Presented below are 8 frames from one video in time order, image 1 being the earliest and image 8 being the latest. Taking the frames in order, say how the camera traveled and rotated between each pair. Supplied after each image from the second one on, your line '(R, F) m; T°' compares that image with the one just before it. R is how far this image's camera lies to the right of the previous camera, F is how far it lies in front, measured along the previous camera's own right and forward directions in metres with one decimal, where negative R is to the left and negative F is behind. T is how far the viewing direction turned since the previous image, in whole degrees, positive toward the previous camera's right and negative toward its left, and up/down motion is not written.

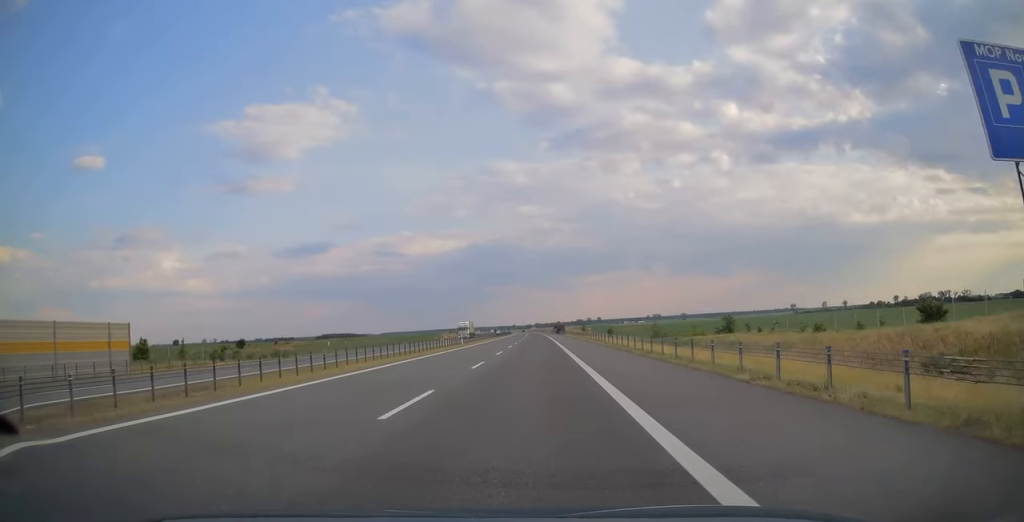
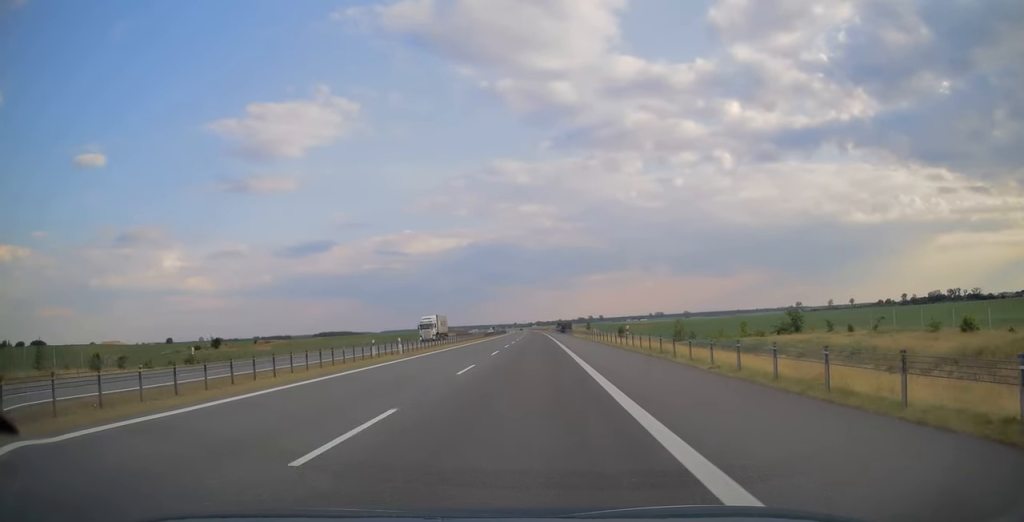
(0.0, +27.4) m; 0°
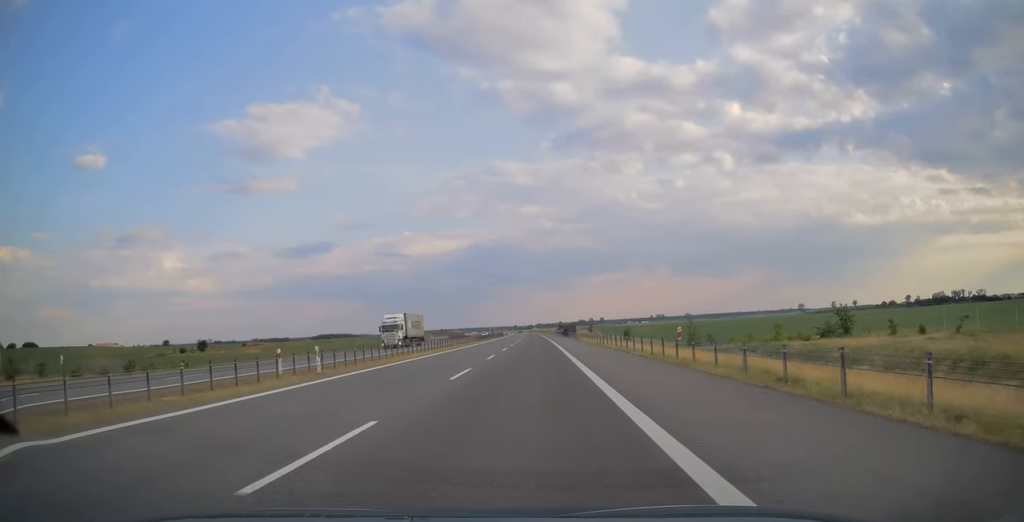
(0.0, +13.1) m; 0°
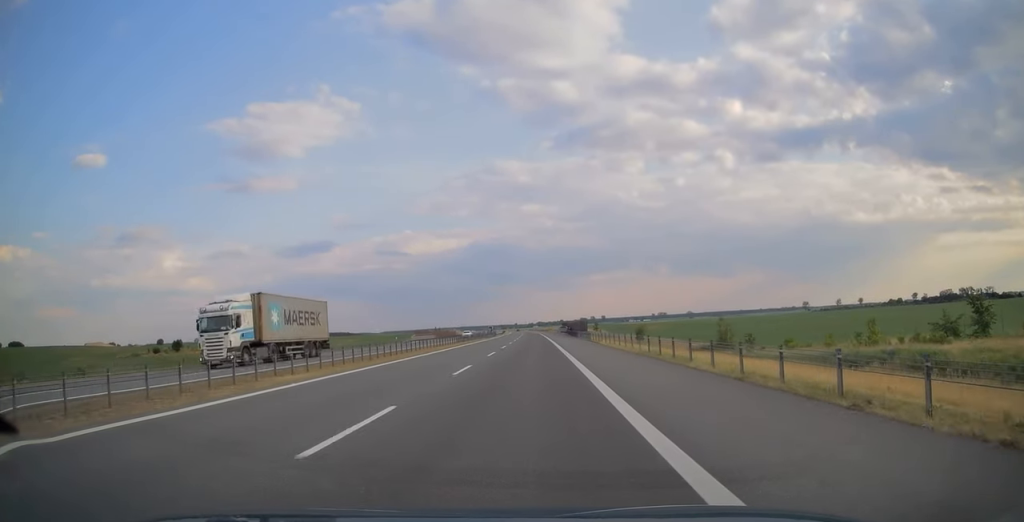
(0.0, +22.4) m; 0°
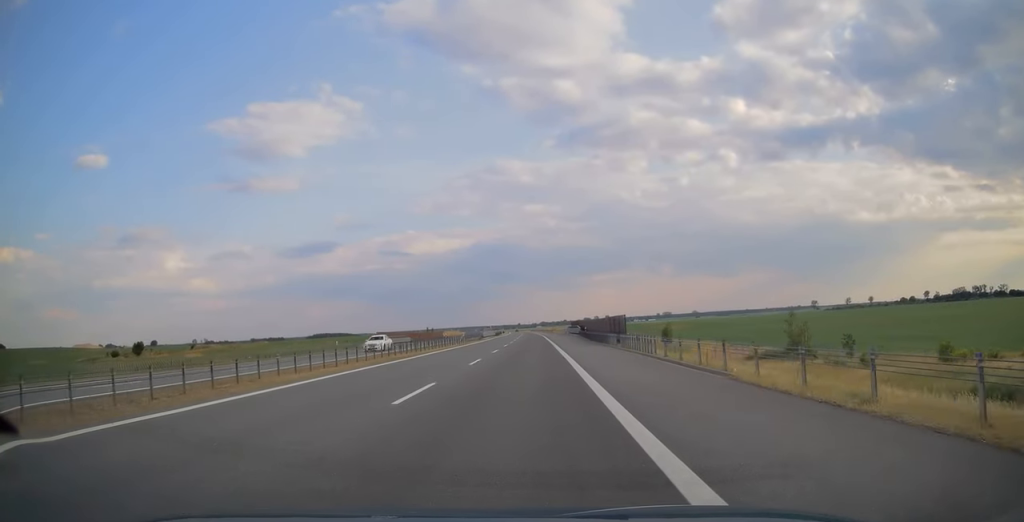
(0.0, +31.1) m; 0°
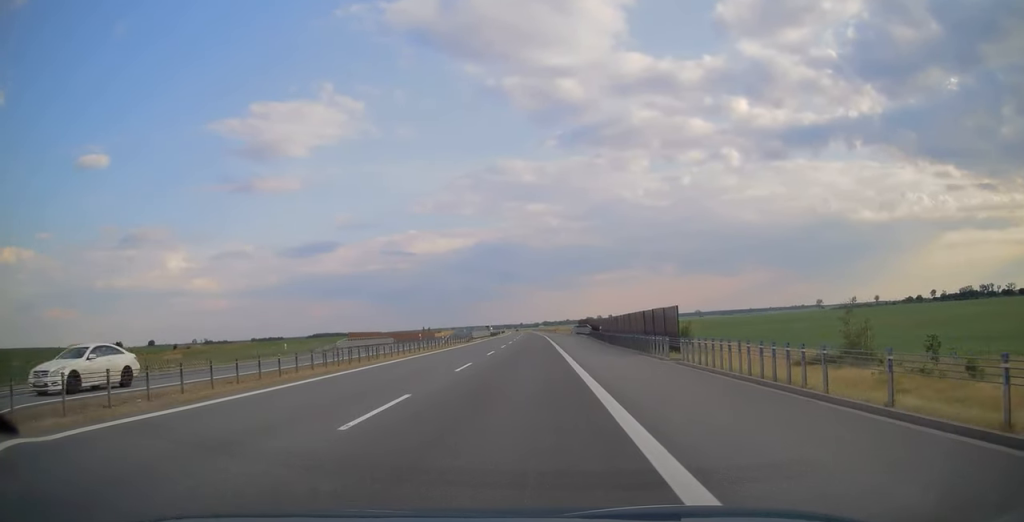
(0.0, +15.3) m; 0°
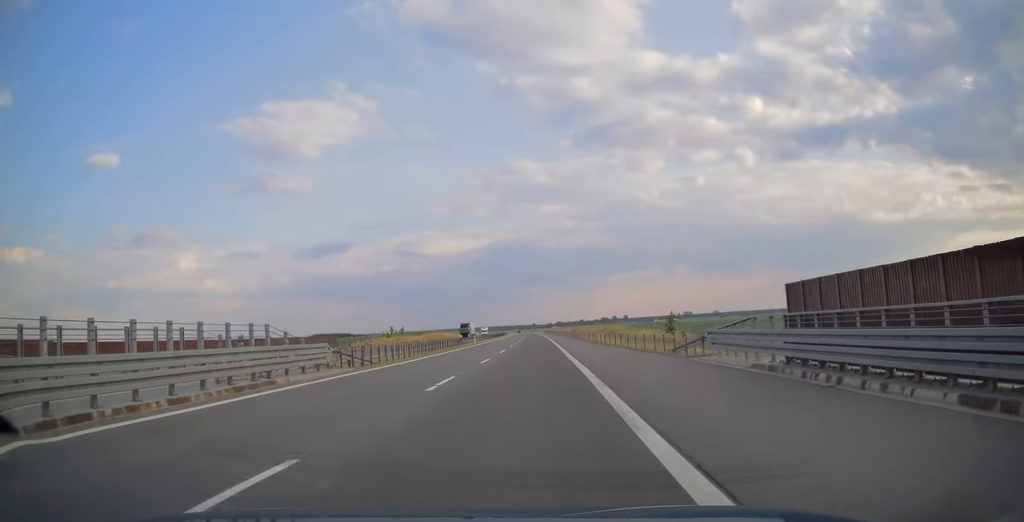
(-0.6, +78.0) m; -1°
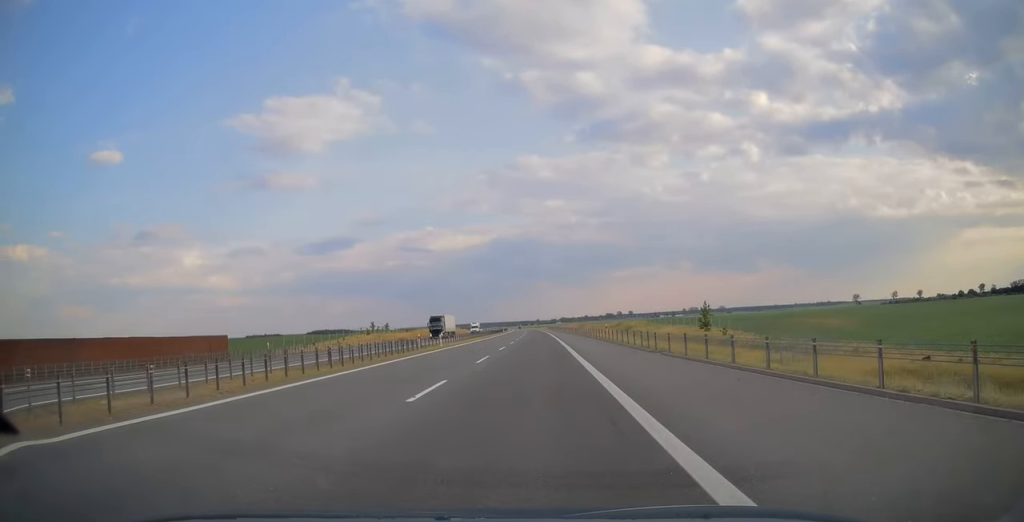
(-0.1, +26.7) m; 0°
